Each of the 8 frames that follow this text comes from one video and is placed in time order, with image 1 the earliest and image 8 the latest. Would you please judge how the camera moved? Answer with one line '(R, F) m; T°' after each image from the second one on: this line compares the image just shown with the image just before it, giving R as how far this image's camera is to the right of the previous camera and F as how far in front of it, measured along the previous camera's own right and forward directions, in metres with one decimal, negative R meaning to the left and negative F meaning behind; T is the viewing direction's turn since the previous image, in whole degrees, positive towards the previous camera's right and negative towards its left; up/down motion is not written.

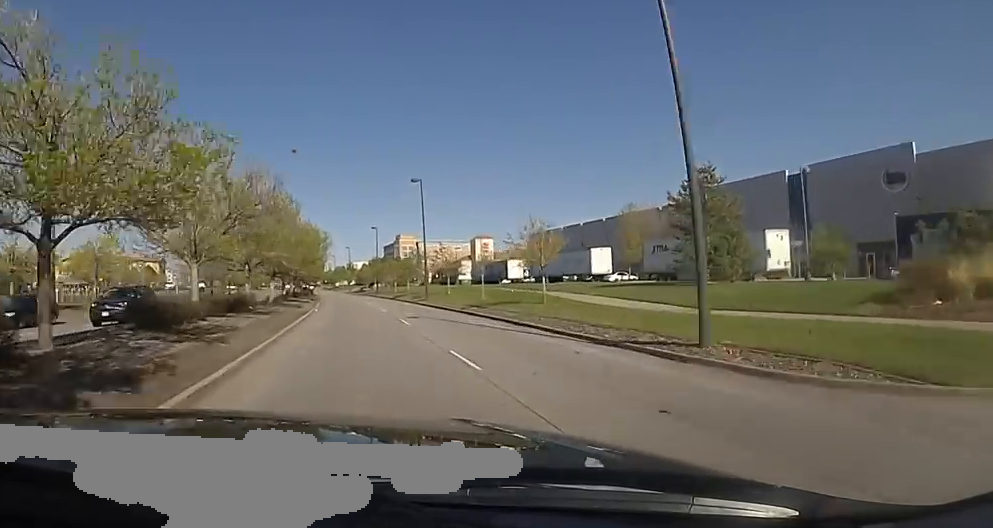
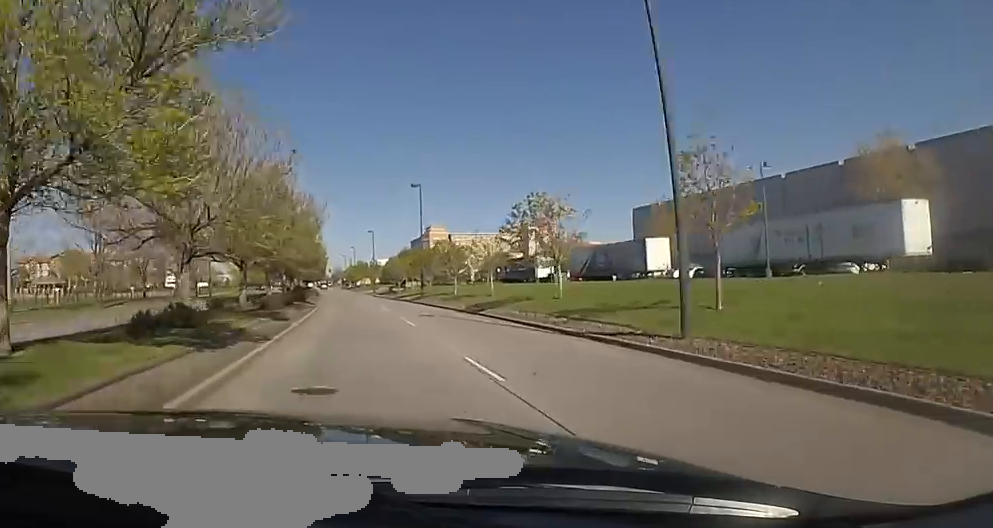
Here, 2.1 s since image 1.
(-2.8, +37.7) m; -9°
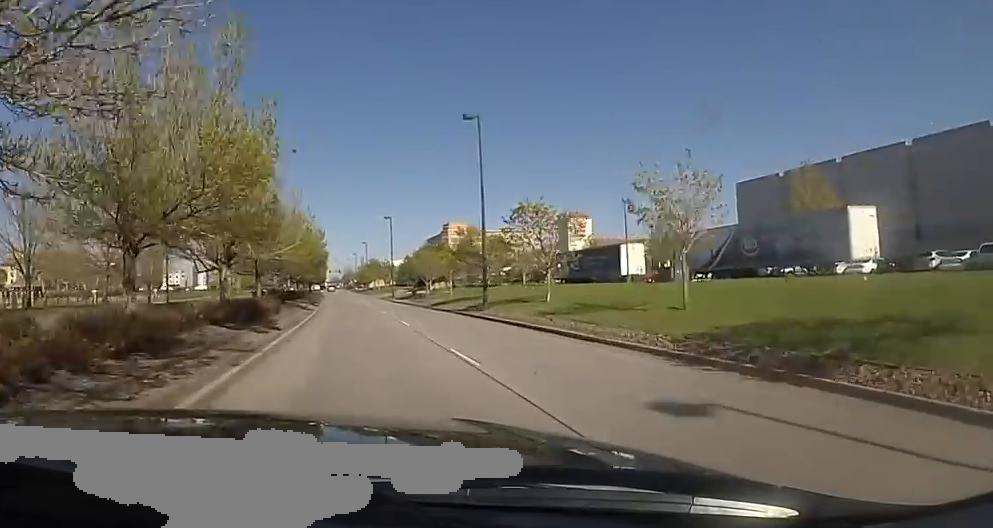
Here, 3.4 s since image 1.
(+0.2, +22.4) m; +4°
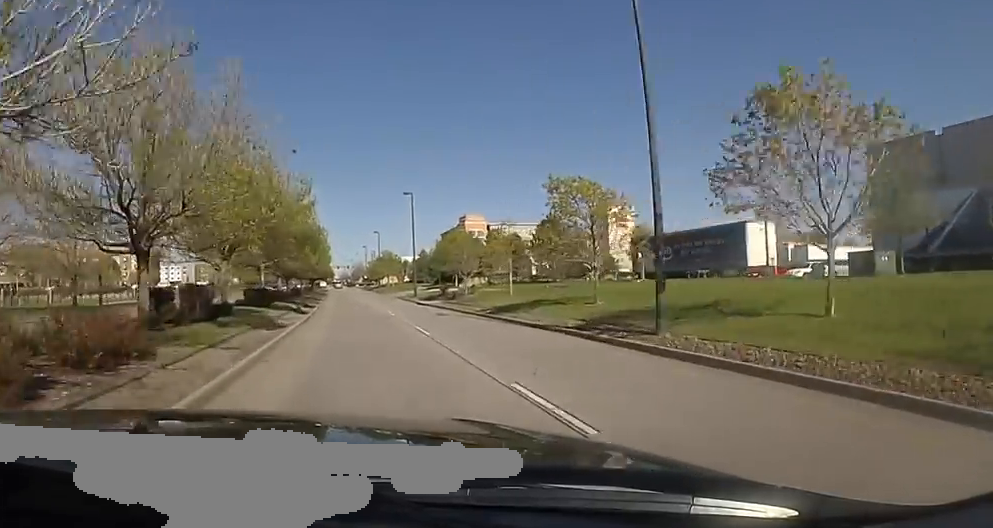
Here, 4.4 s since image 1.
(+1.1, +17.2) m; -1°
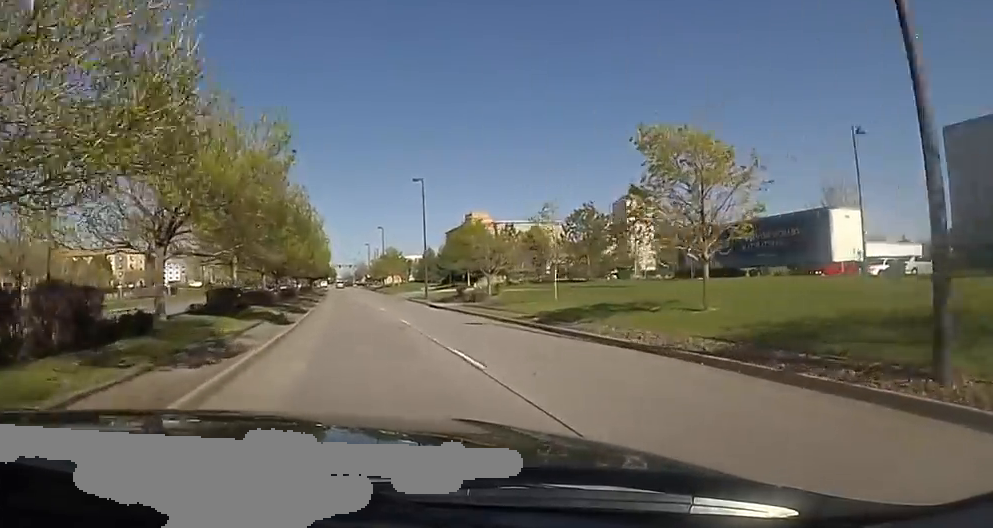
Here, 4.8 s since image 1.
(-0.6, +7.3) m; -2°
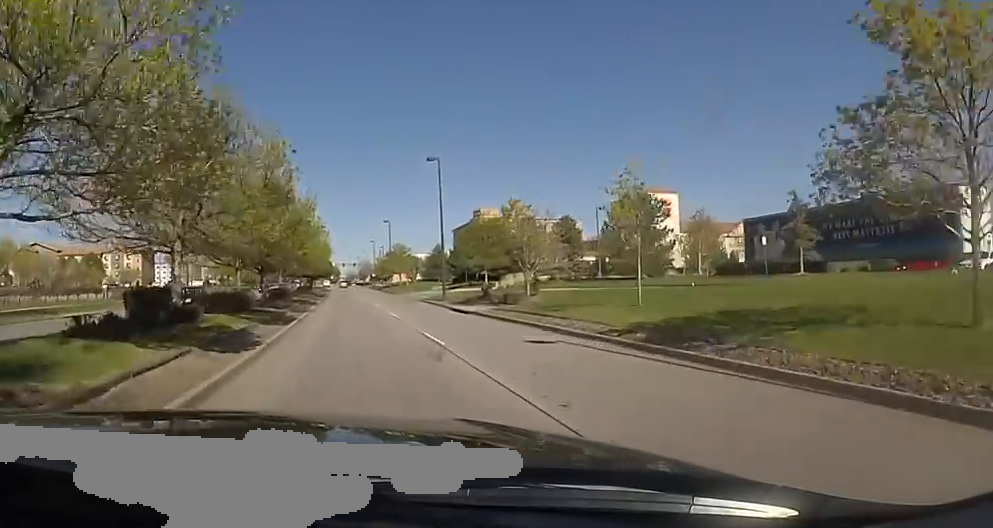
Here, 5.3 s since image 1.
(-0.3, +7.9) m; -2°
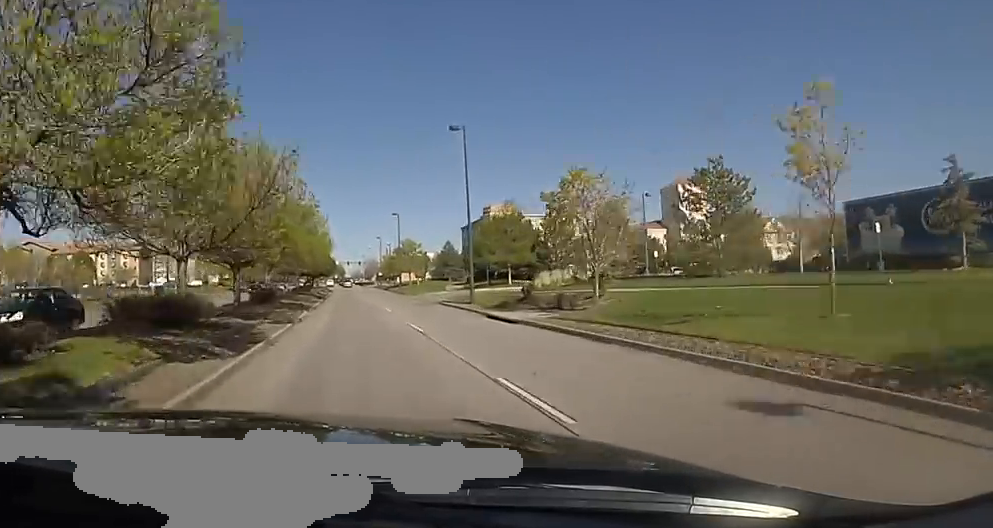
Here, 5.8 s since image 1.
(0.0, +8.4) m; 0°
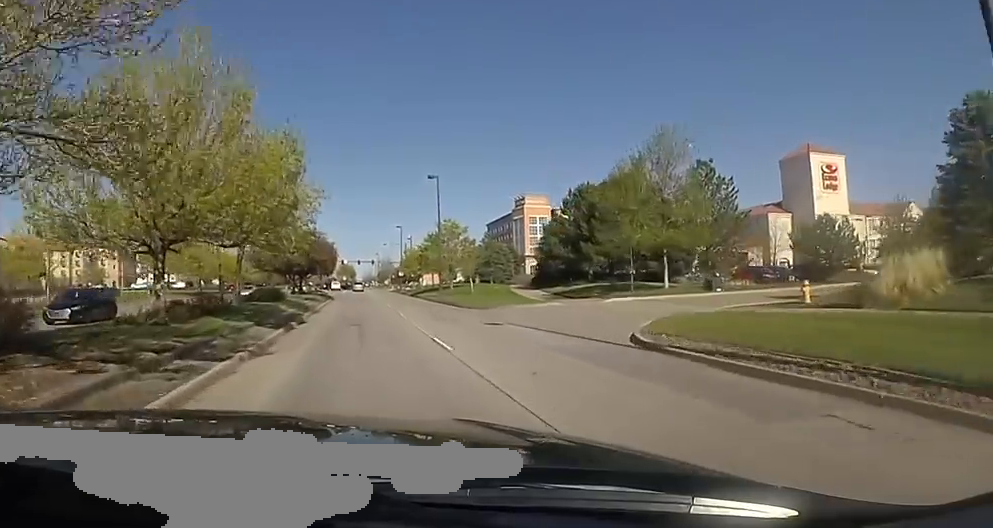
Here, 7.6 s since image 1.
(0.0, +29.4) m; 0°
